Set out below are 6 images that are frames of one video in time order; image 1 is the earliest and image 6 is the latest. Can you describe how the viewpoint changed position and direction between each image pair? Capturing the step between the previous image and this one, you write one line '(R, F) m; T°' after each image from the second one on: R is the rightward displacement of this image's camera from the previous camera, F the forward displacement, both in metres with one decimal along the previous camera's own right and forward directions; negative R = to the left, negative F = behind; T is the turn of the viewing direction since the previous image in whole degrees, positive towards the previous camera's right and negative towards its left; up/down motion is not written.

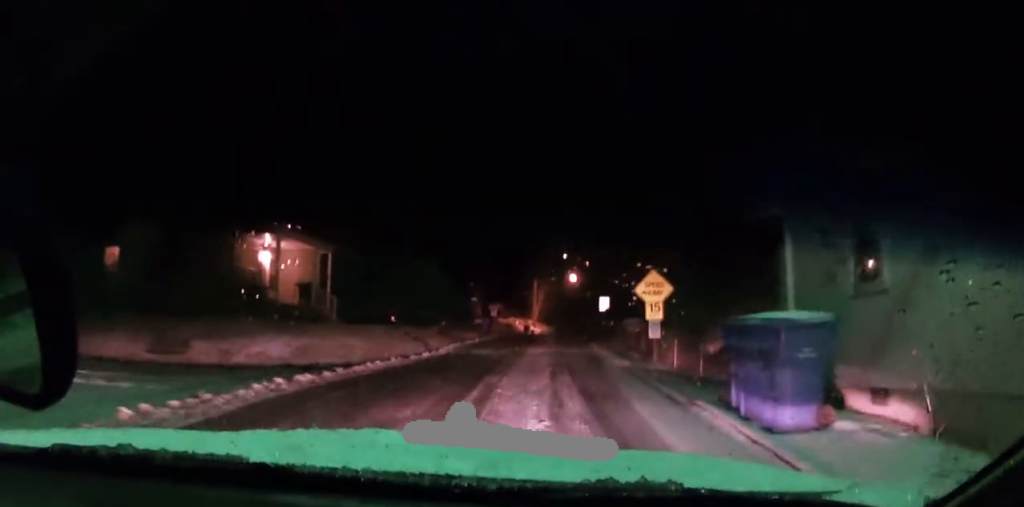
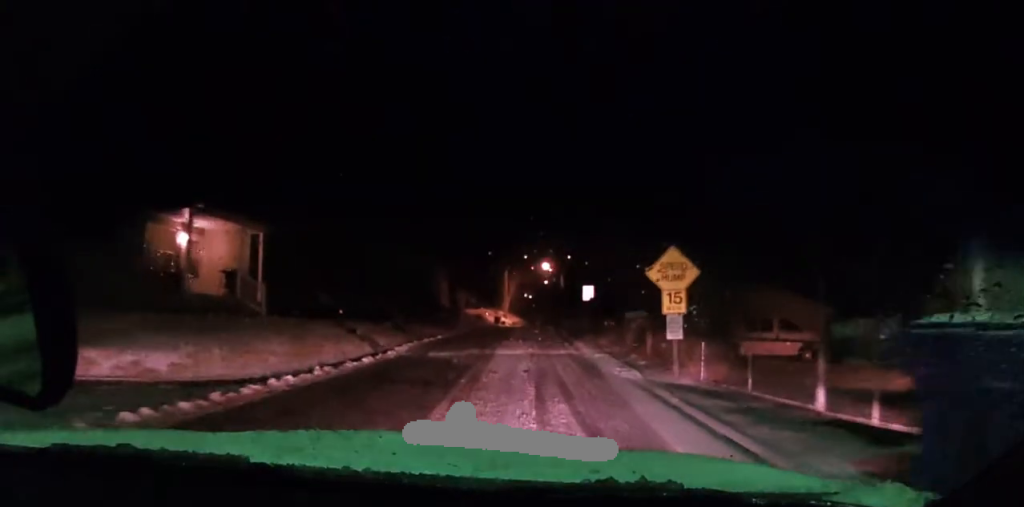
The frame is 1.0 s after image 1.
(+0.3, +4.9) m; +4°
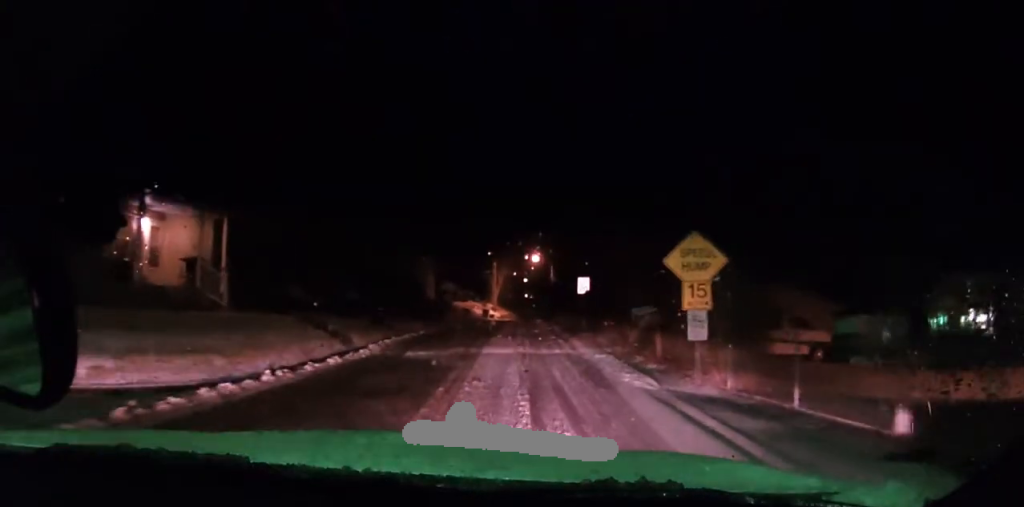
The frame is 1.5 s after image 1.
(0.0, +2.2) m; 0°
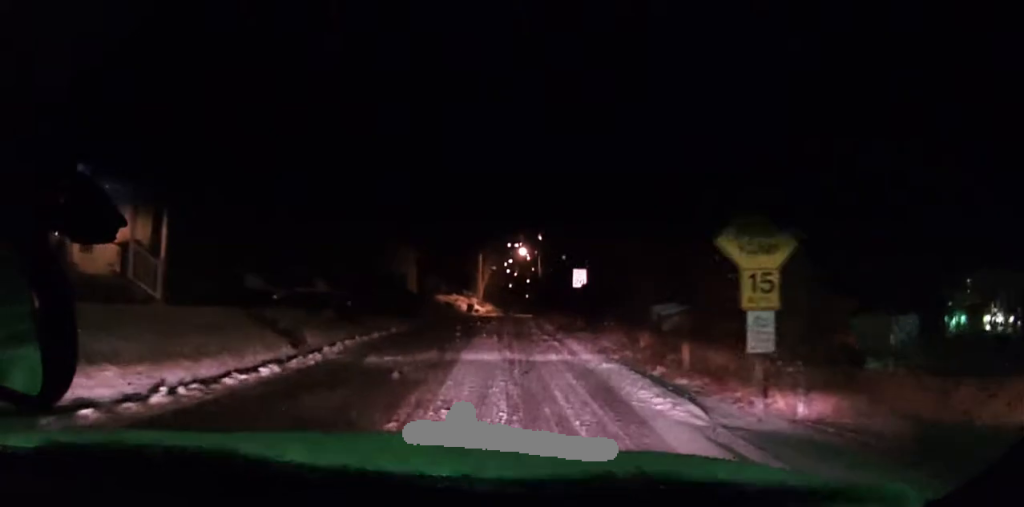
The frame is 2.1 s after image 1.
(0.0, +3.1) m; 0°
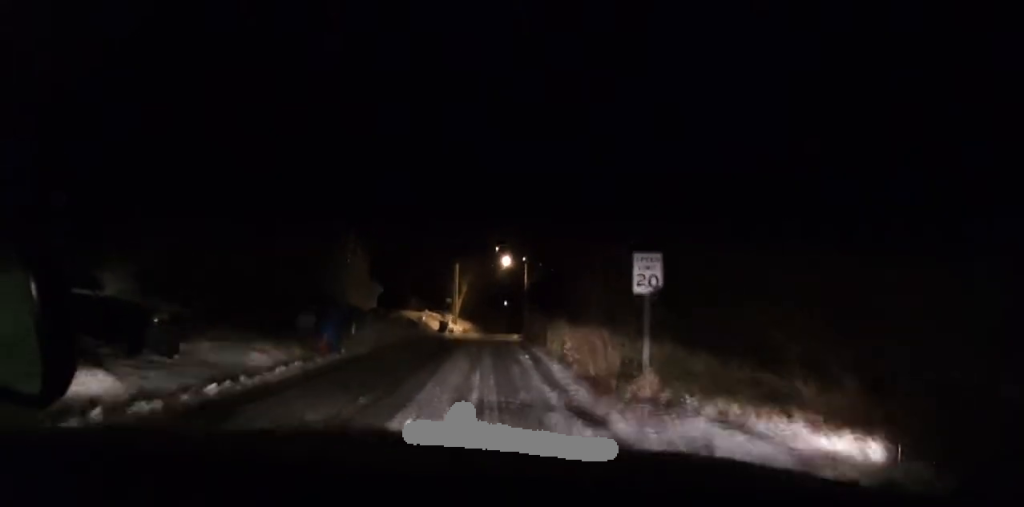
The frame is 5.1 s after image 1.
(0.0, +12.9) m; 0°
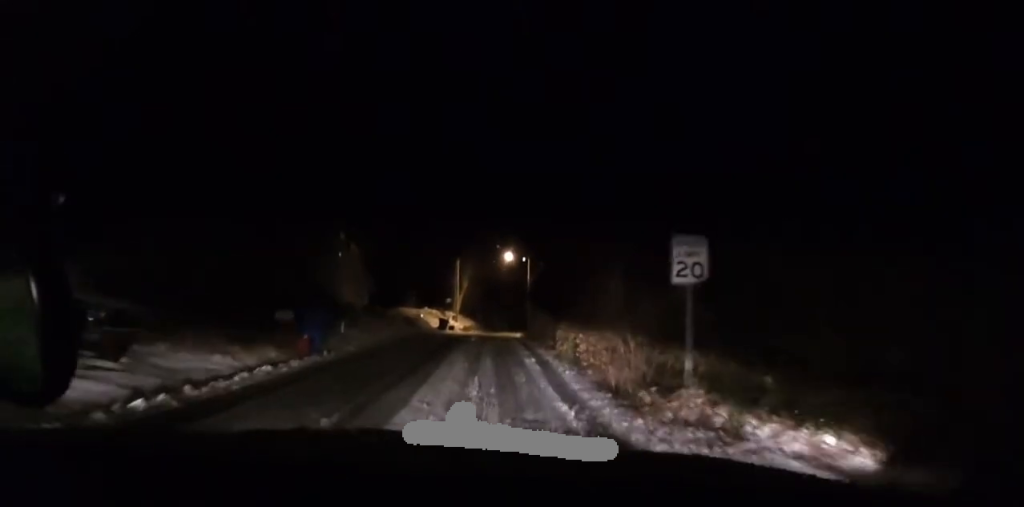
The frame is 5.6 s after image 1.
(0.0, +2.2) m; 0°
